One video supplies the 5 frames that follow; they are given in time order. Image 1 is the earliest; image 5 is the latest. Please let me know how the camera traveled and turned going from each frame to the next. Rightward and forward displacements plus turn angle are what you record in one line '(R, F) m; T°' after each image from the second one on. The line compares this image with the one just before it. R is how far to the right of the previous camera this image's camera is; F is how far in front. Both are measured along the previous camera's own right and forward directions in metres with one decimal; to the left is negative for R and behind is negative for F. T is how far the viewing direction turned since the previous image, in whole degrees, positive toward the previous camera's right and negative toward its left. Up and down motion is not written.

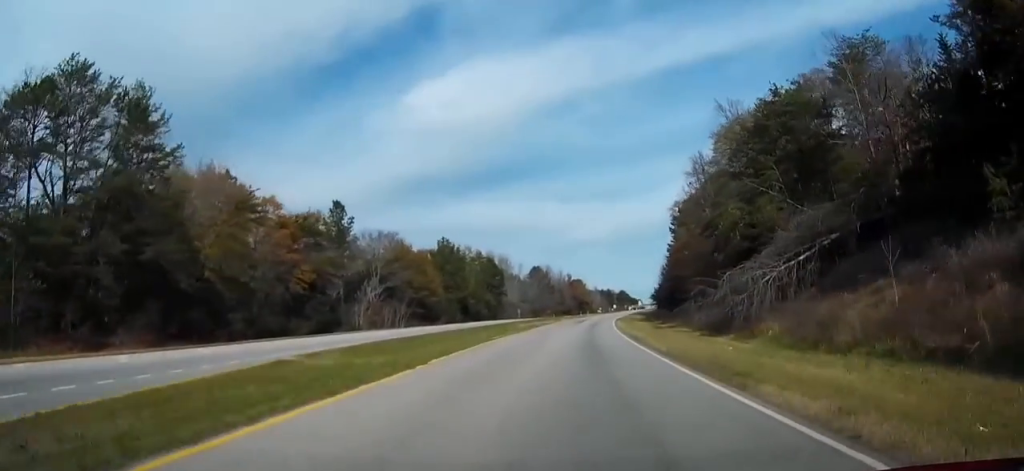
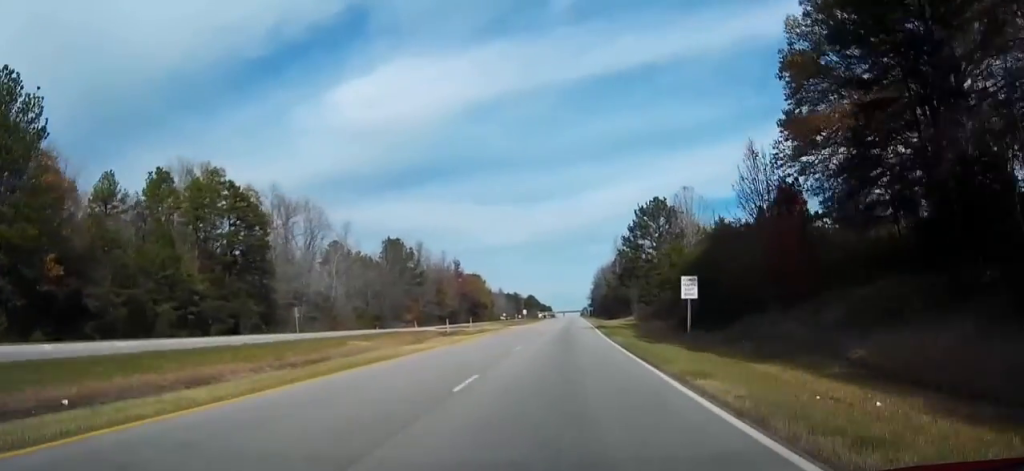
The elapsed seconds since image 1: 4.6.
(+6.2, +105.7) m; +7°
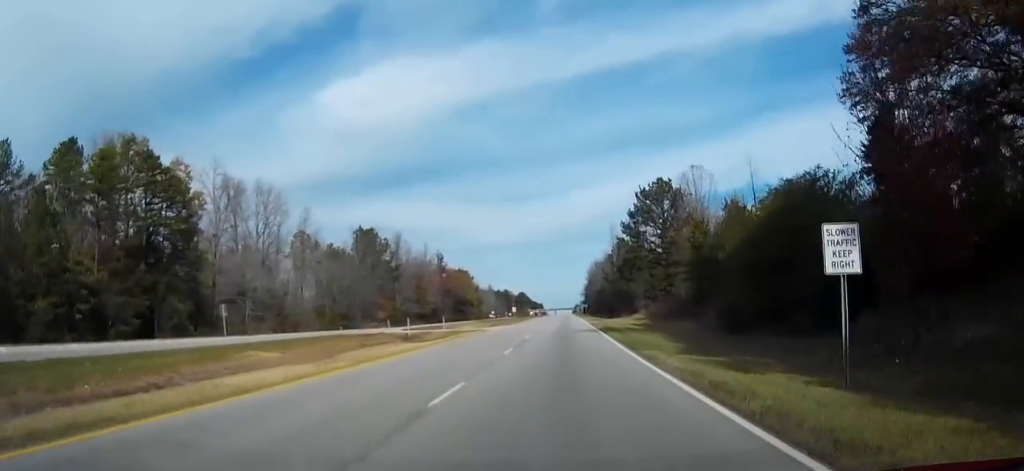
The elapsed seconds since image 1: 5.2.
(+0.1, +15.0) m; +1°
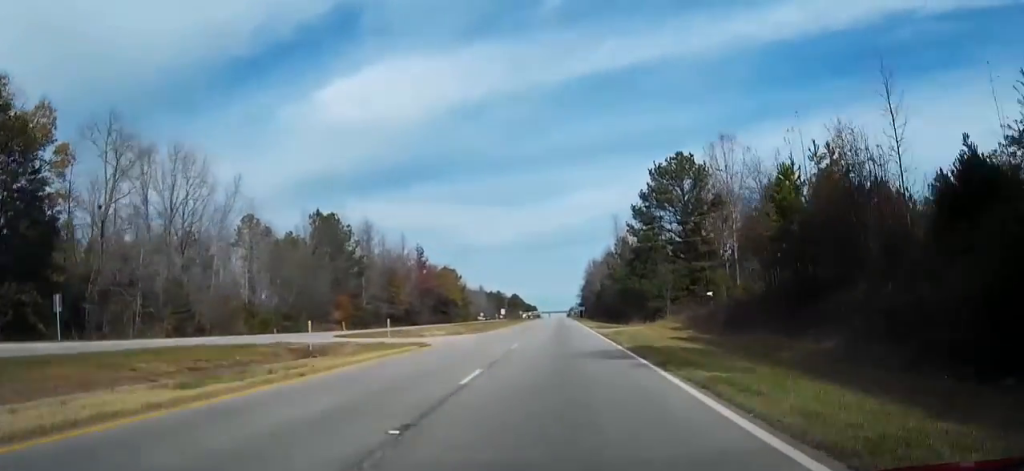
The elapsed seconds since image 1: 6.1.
(+0.2, +21.3) m; +1°
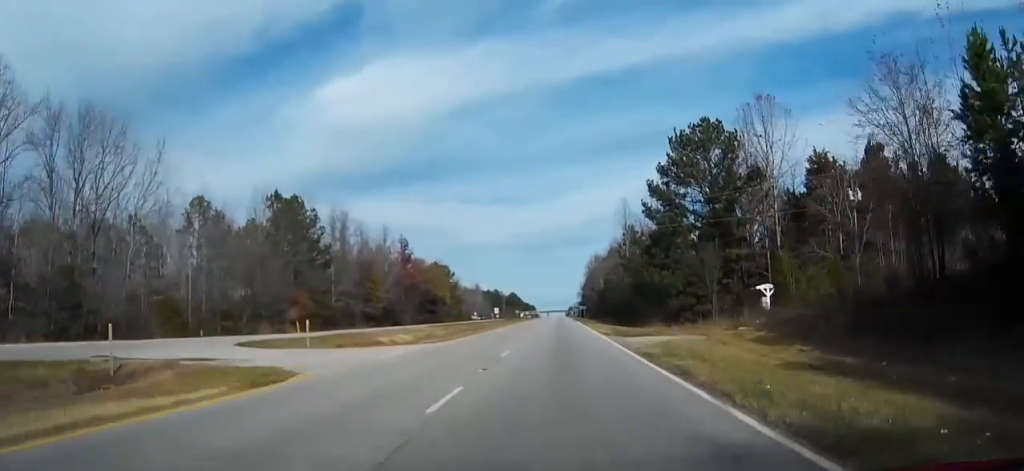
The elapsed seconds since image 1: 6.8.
(0.0, +16.5) m; 0°
